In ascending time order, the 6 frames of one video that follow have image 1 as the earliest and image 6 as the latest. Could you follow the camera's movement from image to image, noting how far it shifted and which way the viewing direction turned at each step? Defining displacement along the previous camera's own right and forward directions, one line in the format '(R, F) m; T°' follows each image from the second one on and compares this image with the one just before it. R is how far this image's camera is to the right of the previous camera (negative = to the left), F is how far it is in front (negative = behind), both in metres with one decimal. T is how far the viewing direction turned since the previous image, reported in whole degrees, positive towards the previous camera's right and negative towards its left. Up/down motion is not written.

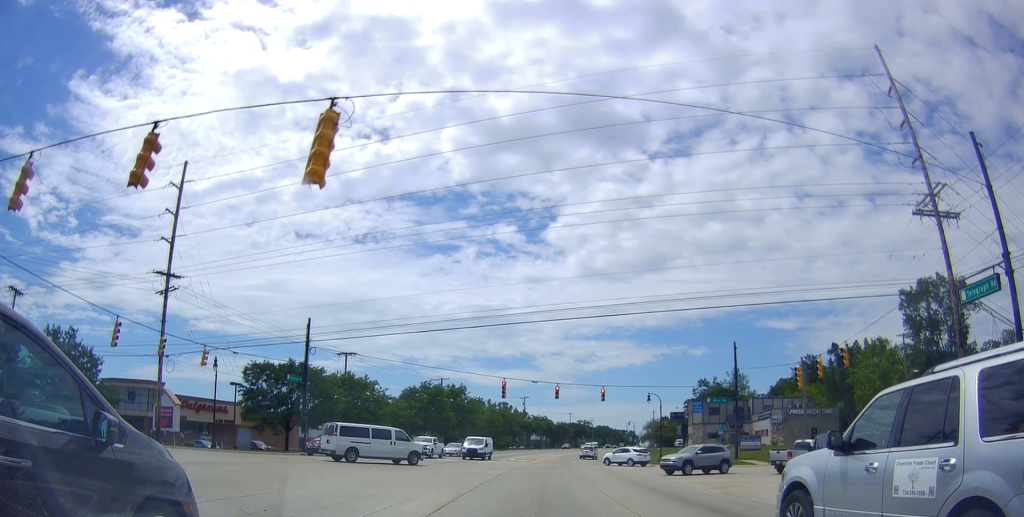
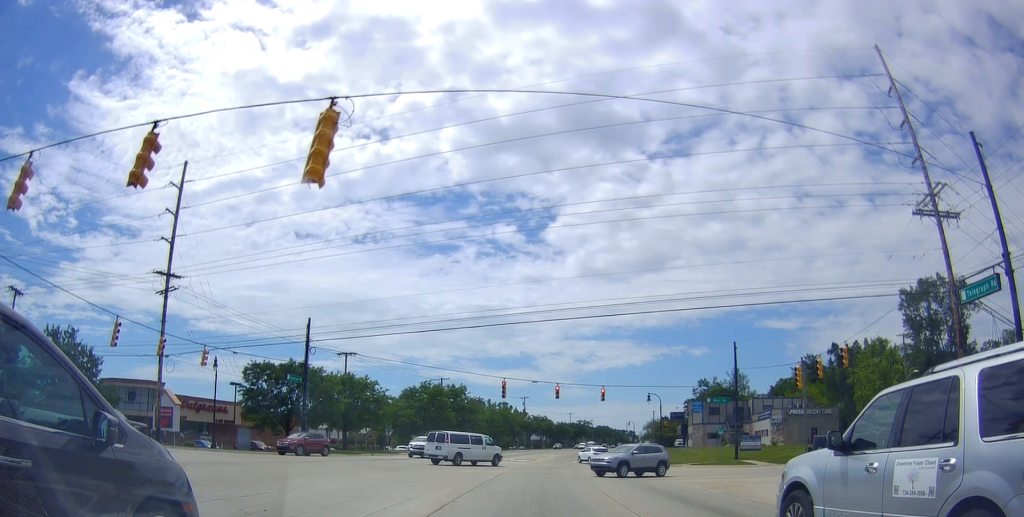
(0.0, 0.0) m; 0°
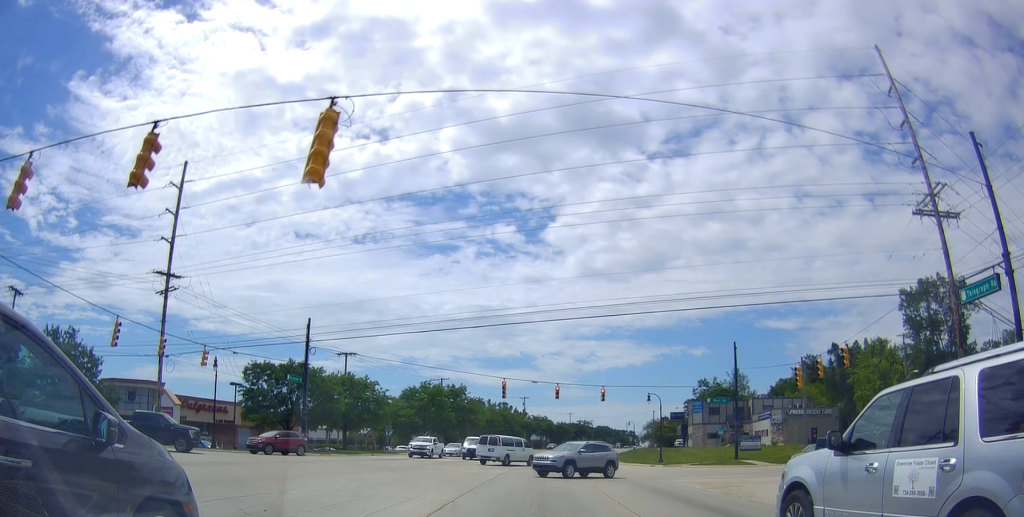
(0.0, 0.0) m; 0°
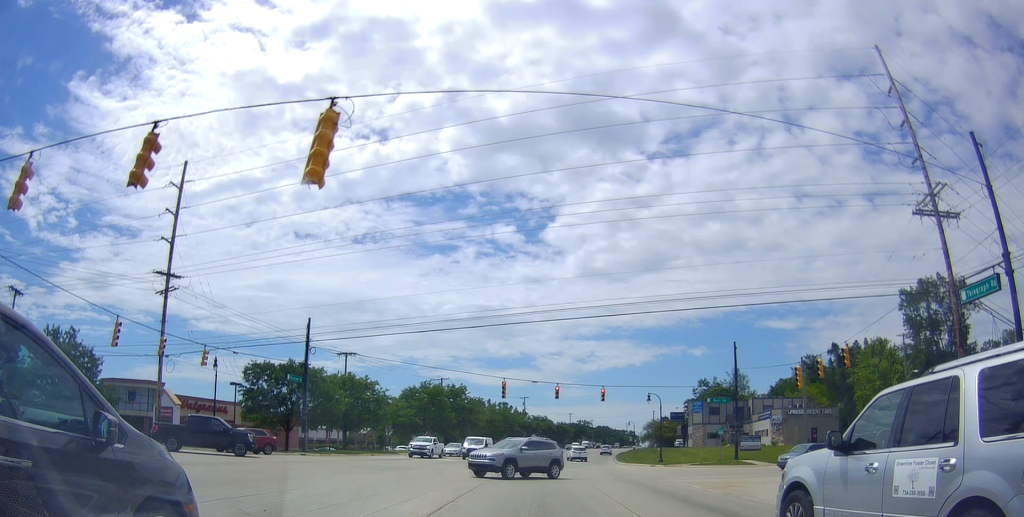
(0.0, 0.0) m; 0°
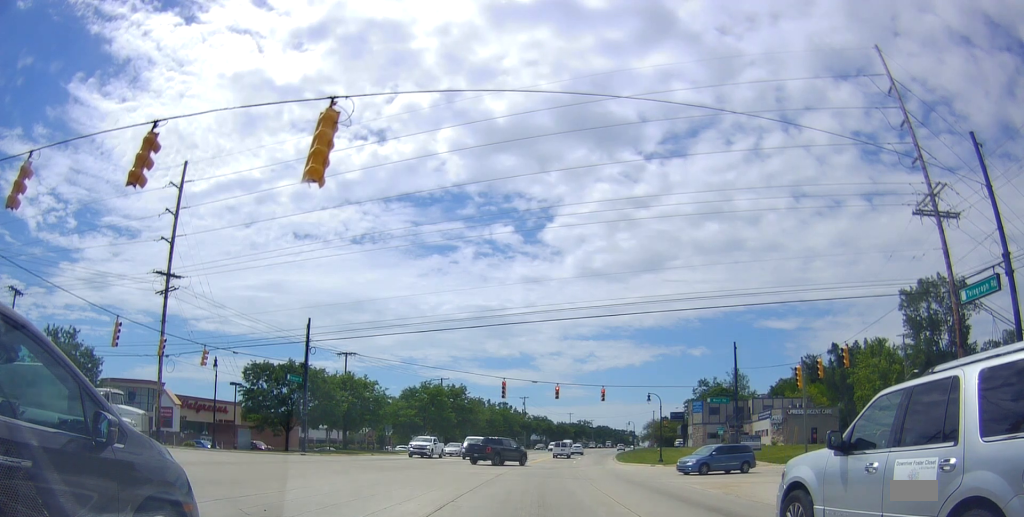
(0.0, 0.0) m; 0°
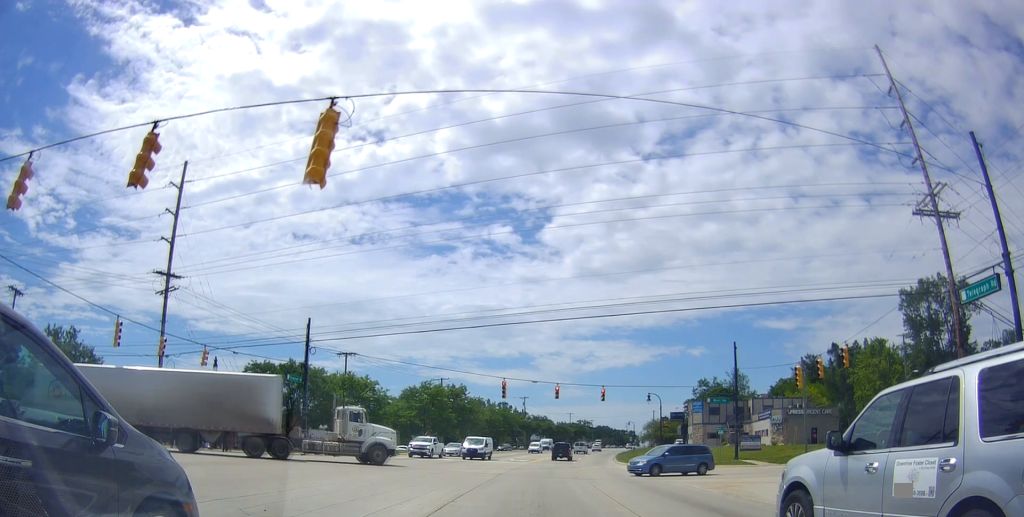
(0.0, 0.0) m; 0°
